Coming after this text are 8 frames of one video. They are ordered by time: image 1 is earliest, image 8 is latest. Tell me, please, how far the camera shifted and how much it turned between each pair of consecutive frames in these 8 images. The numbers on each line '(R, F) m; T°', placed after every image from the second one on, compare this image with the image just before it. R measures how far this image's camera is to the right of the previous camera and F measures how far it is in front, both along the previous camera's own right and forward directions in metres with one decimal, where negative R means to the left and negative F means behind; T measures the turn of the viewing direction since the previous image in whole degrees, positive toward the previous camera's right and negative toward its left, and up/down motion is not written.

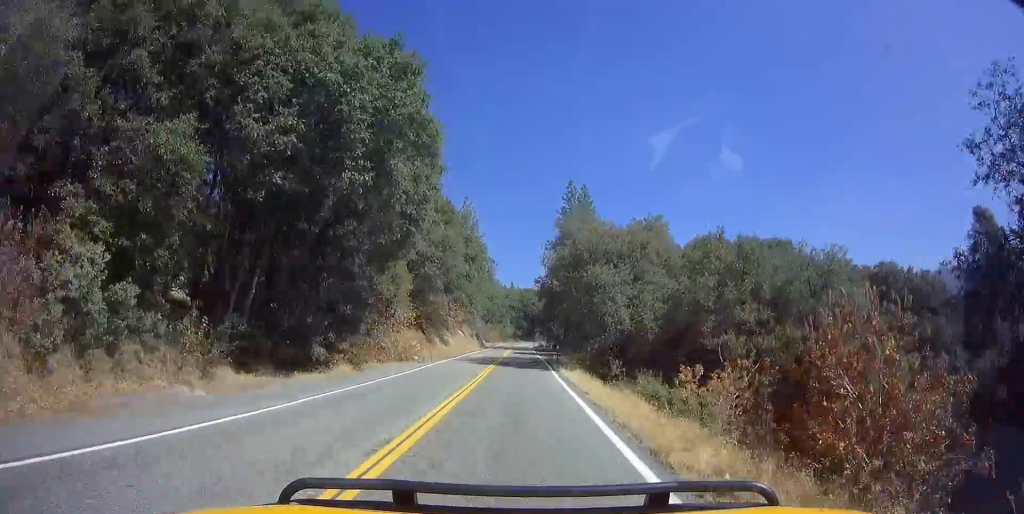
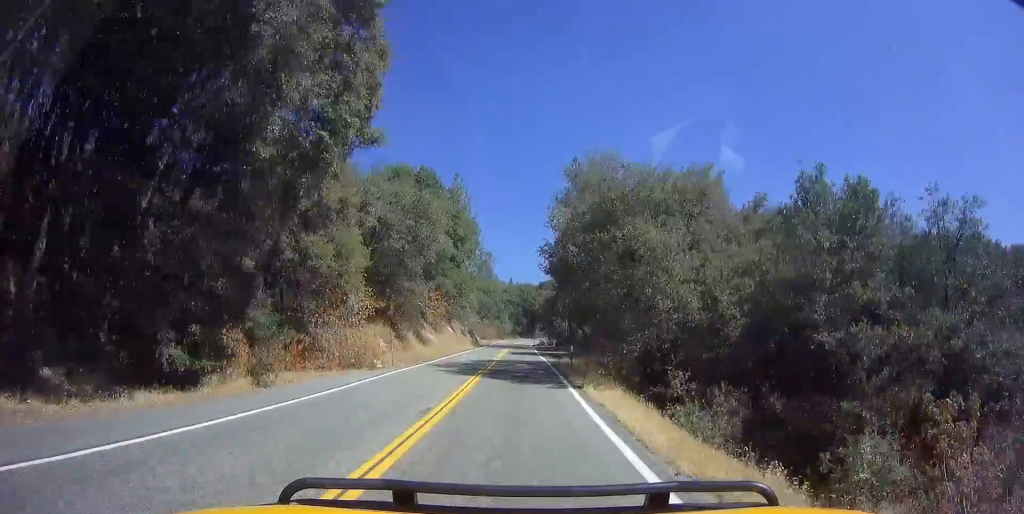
(+0.1, +10.8) m; +1°
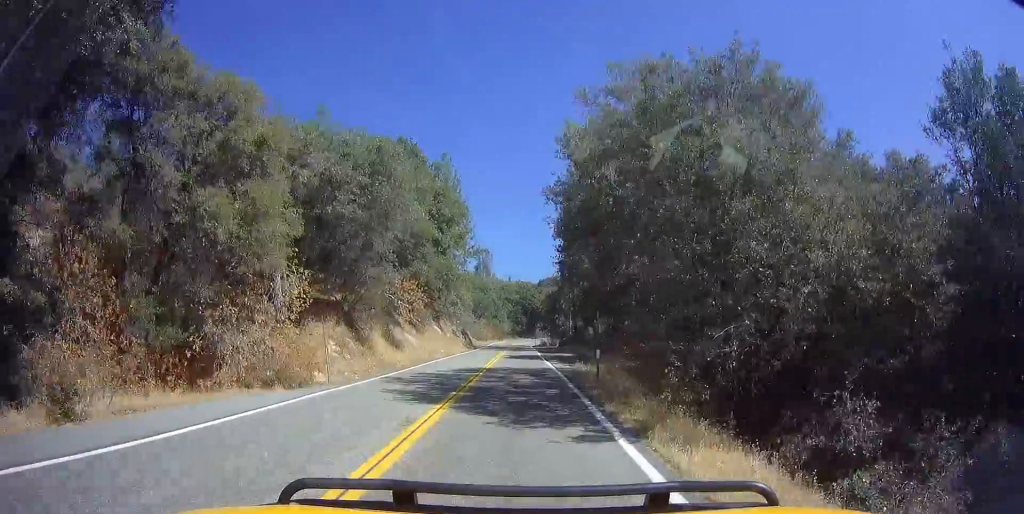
(0.0, +8.9) m; 0°
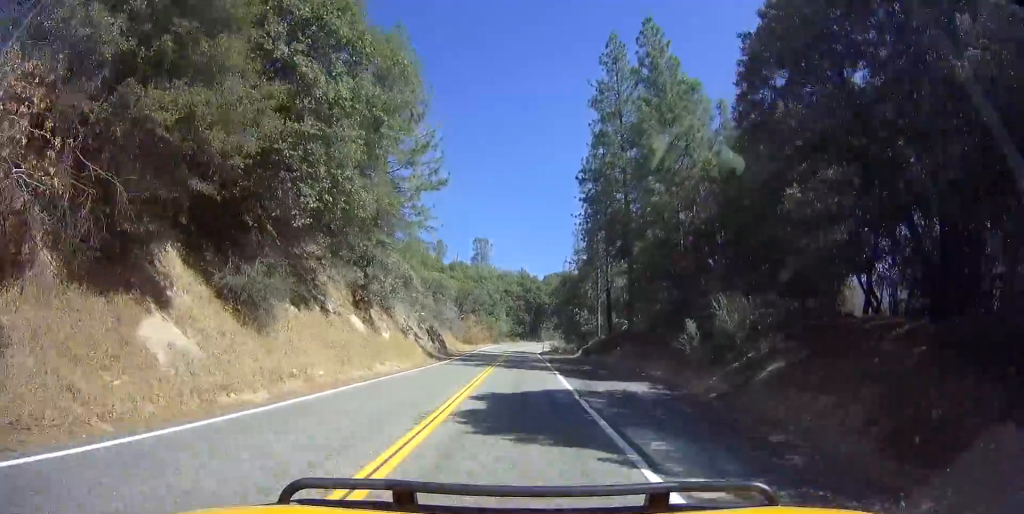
(-0.2, +27.8) m; -2°
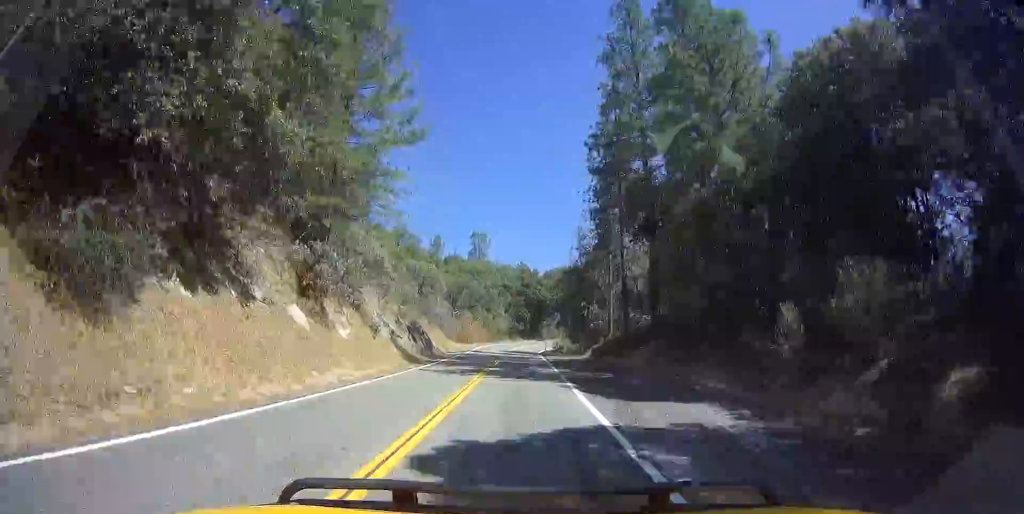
(-0.3, +7.5) m; 0°
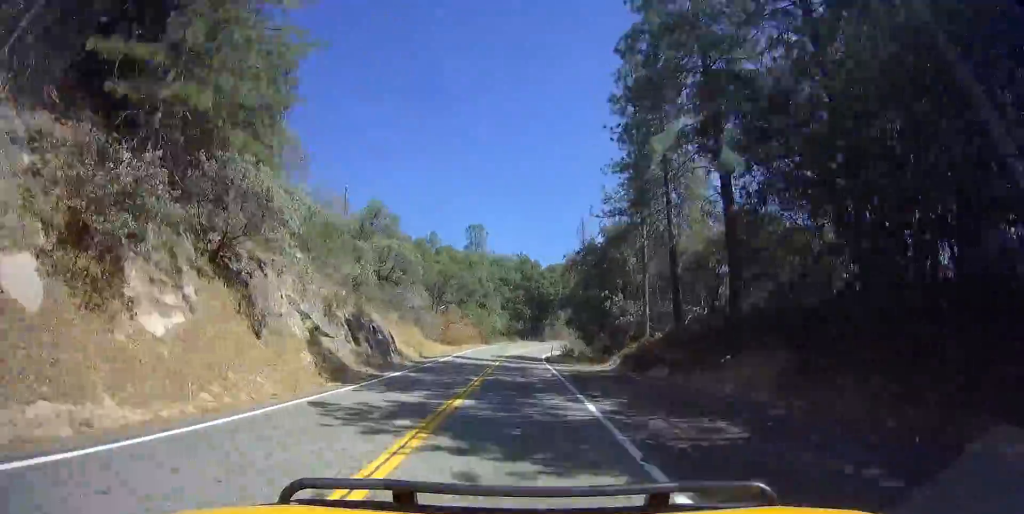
(-0.1, +12.9) m; +2°
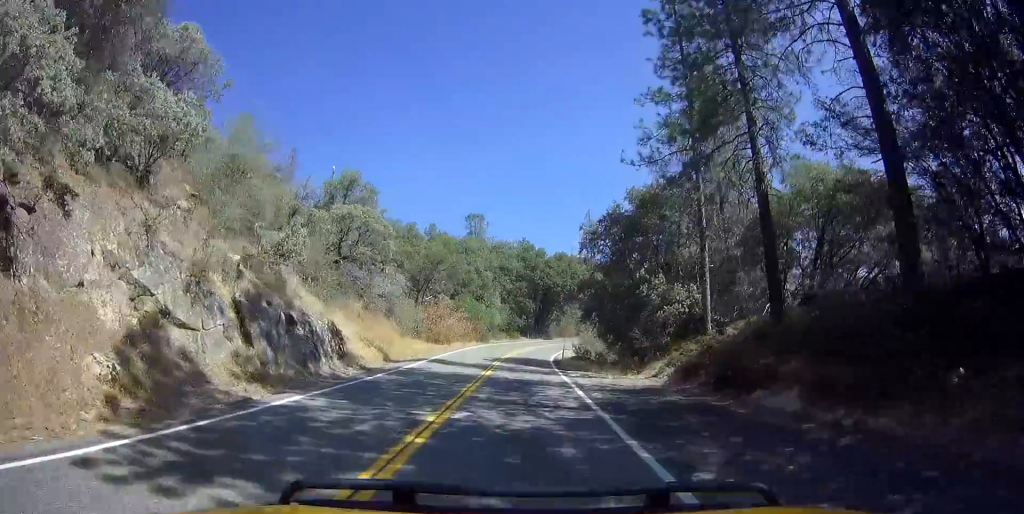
(+0.2, +10.2) m; +3°
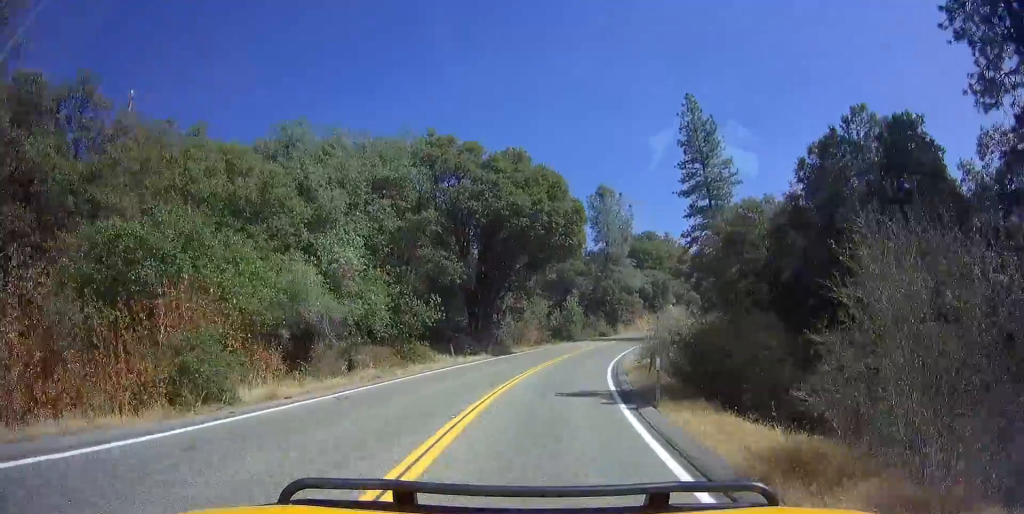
(+7.0, +47.6) m; +13°
